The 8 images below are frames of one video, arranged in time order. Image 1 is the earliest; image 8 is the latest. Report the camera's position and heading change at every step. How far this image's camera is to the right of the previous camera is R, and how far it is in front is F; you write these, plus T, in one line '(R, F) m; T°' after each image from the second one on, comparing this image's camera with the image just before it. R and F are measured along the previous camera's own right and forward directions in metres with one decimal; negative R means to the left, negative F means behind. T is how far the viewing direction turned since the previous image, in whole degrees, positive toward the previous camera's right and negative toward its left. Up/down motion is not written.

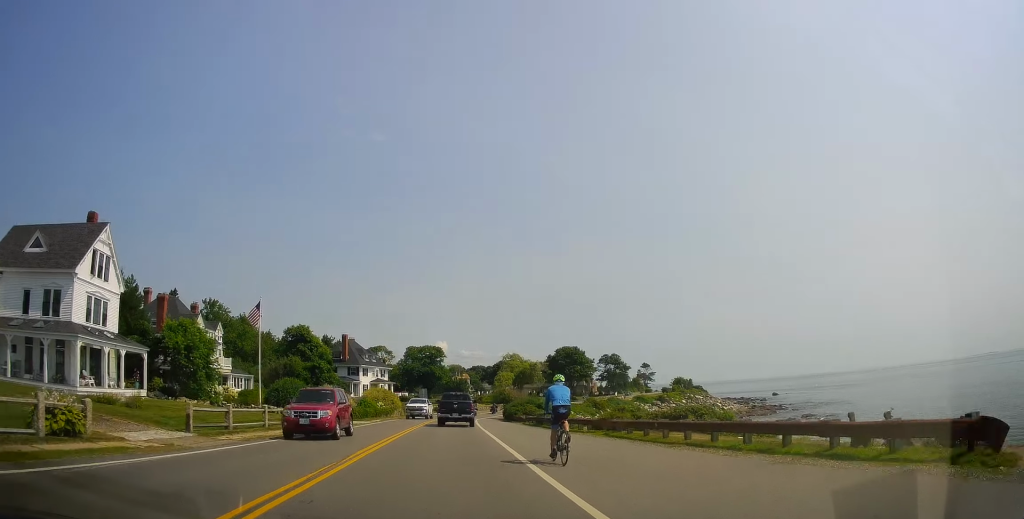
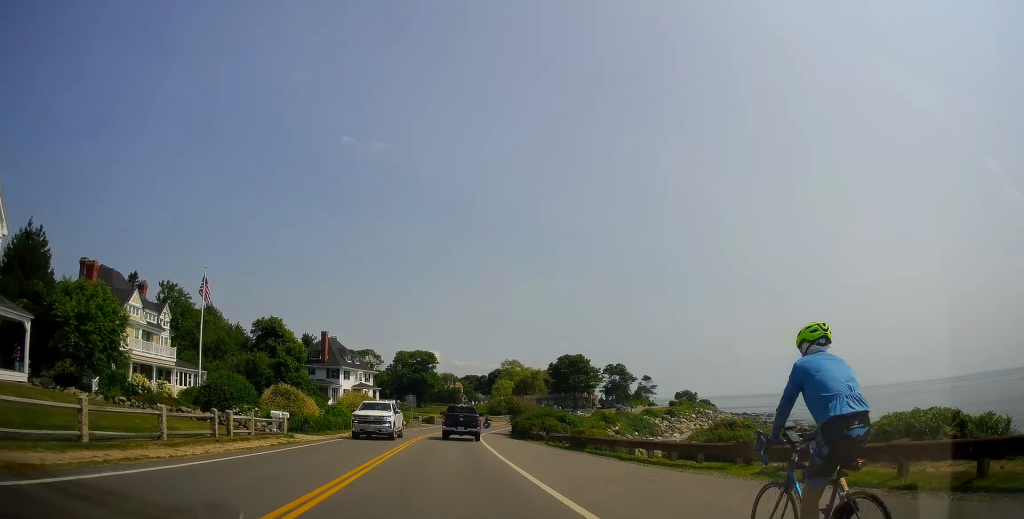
(+0.5, +13.8) m; +3°
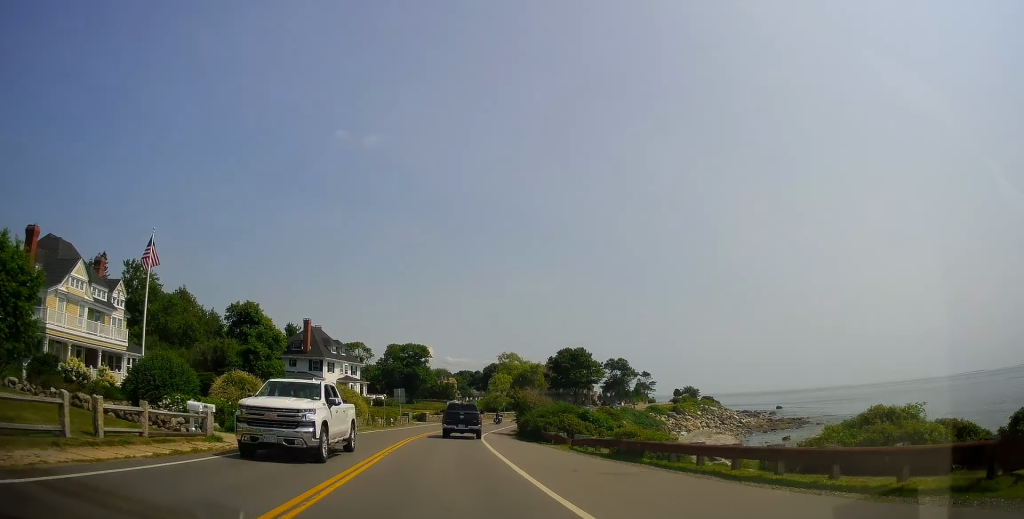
(+0.1, +8.3) m; +1°
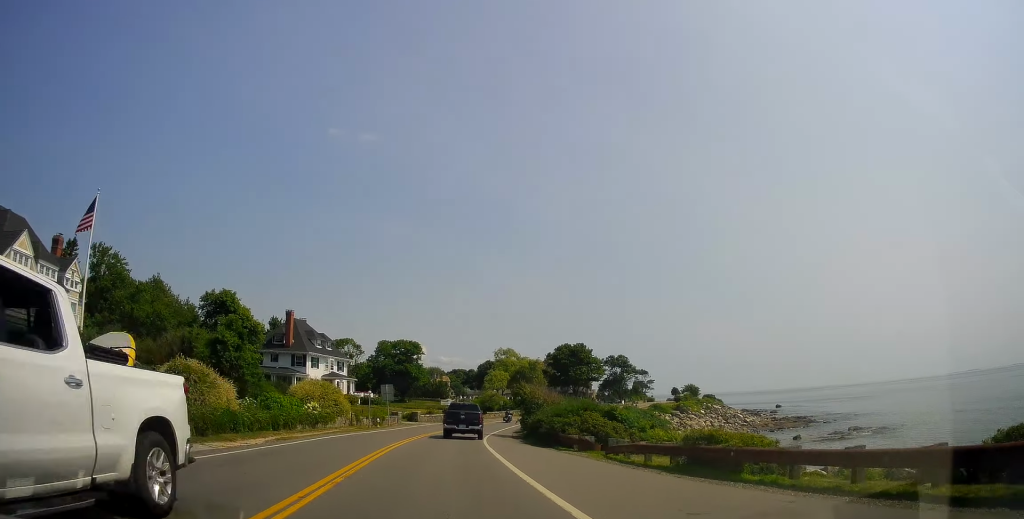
(0.0, +6.4) m; 0°
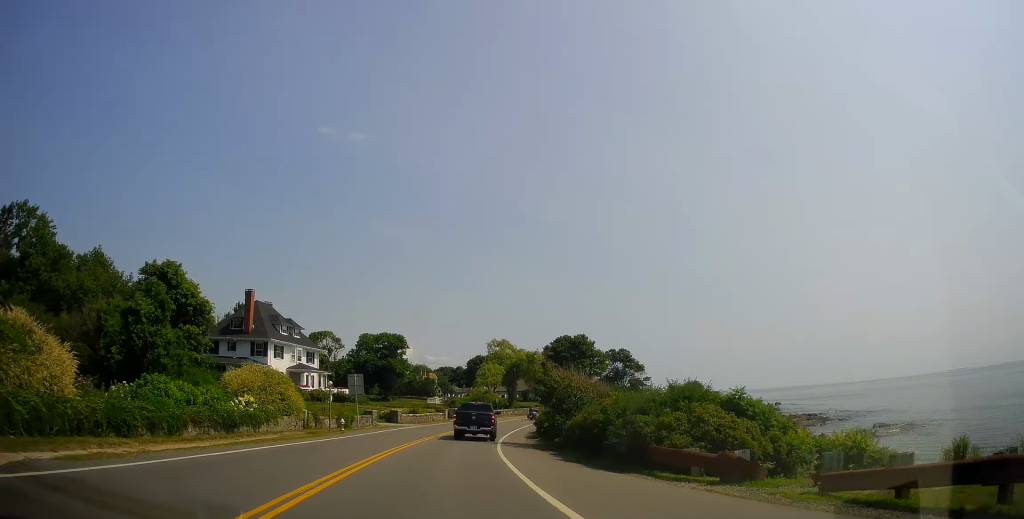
(0.0, +12.5) m; 0°
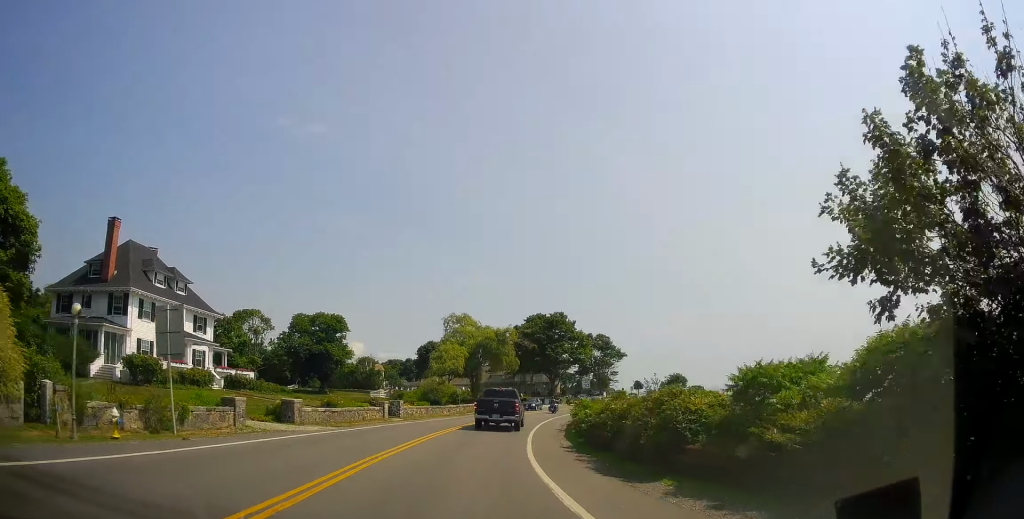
(+0.5, +22.1) m; +5°
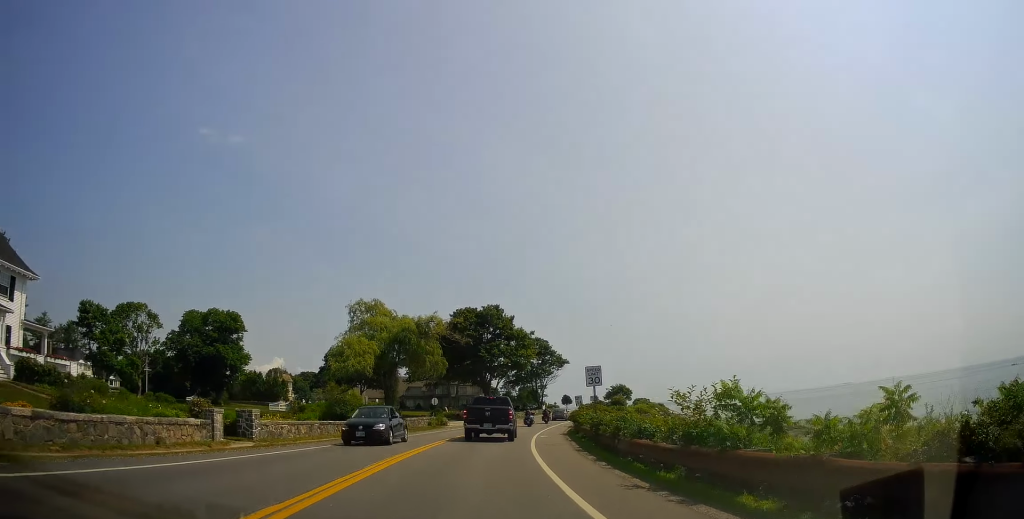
(+1.7, +21.4) m; +8°
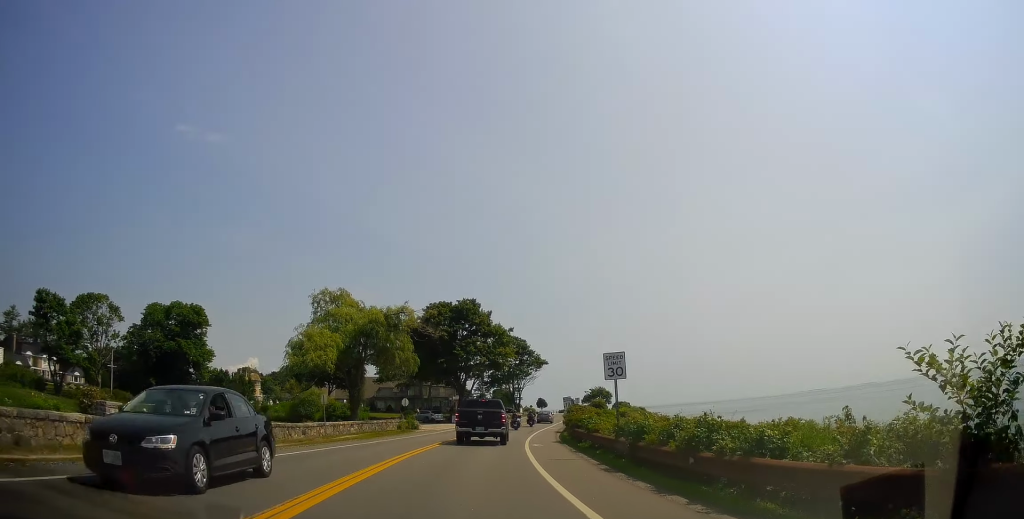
(+0.1, +7.2) m; +2°
